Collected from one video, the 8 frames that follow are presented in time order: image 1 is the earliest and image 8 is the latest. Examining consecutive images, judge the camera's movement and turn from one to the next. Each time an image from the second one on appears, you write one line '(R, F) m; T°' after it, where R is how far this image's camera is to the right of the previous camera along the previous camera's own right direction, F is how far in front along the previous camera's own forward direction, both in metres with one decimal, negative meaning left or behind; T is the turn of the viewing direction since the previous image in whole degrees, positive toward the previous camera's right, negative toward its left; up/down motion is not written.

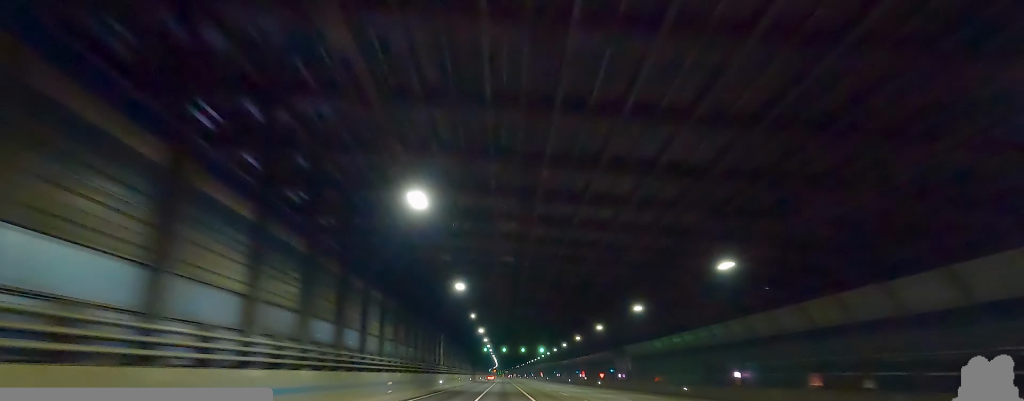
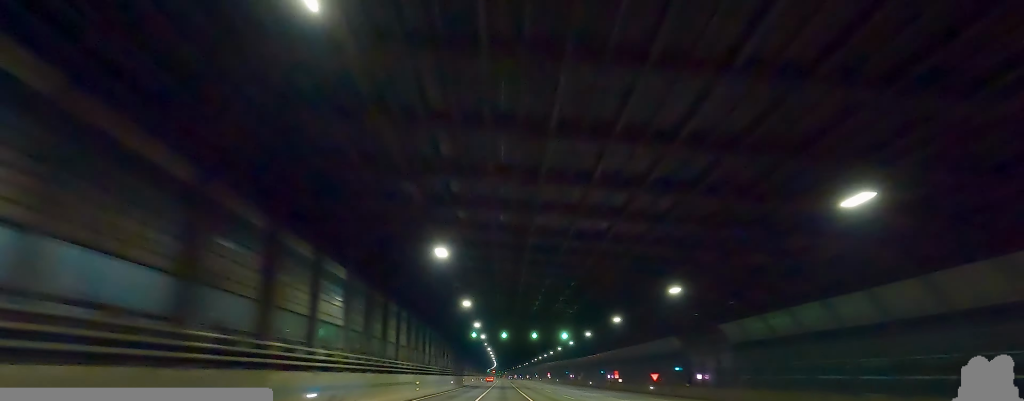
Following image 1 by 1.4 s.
(-0.1, +38.9) m; +1°
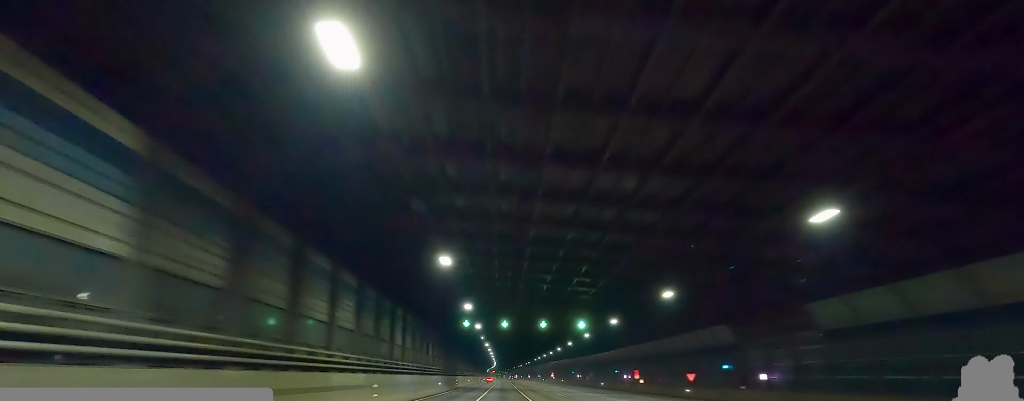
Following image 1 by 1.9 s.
(0.0, +13.7) m; +1°
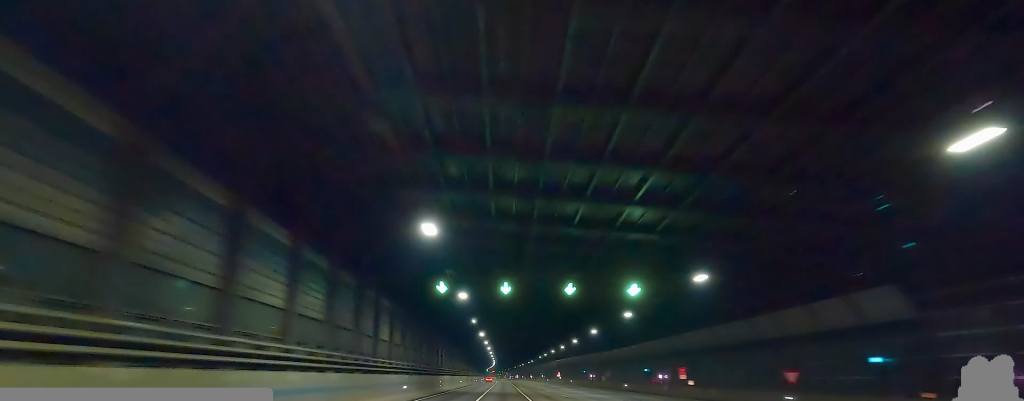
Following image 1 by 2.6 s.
(+0.3, +20.3) m; -1°
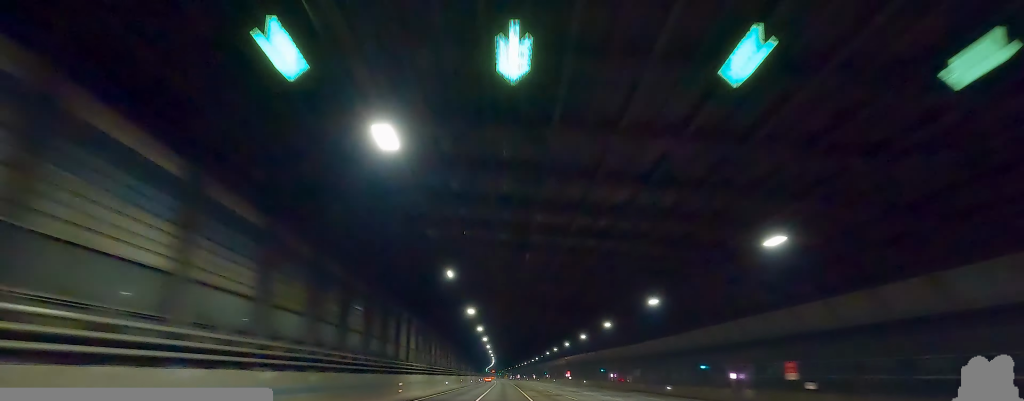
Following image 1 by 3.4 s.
(-0.5, +22.2) m; 0°
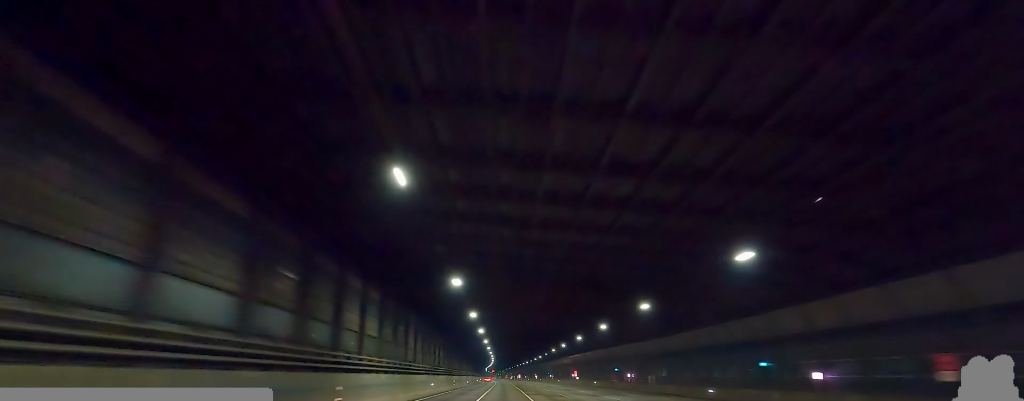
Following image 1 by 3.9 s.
(-0.5, +13.0) m; 0°
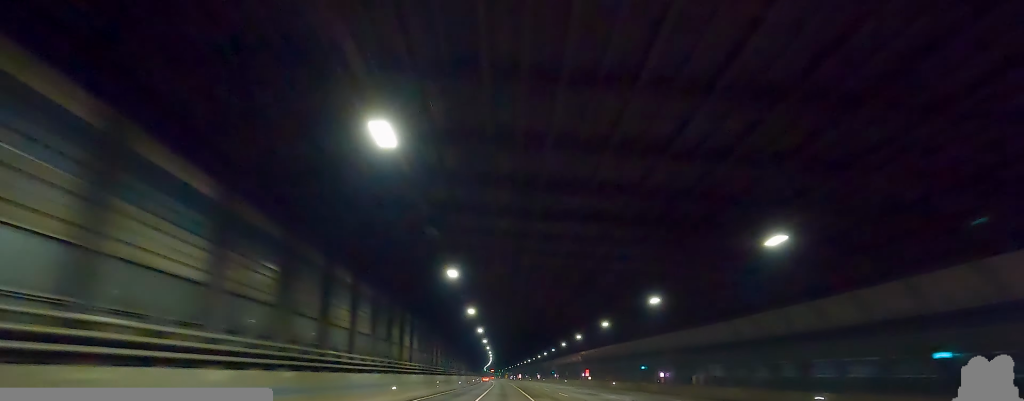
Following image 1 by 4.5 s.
(+0.8, +17.8) m; 0°
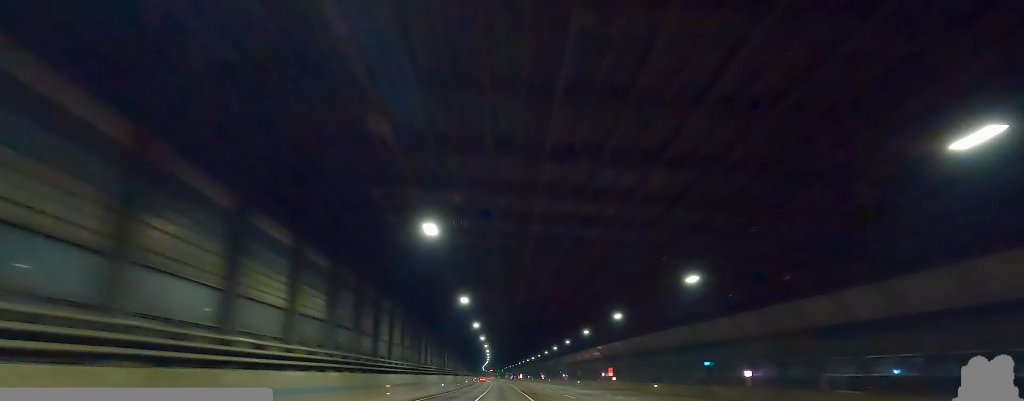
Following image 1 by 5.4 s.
(-0.2, +23.4) m; -1°
